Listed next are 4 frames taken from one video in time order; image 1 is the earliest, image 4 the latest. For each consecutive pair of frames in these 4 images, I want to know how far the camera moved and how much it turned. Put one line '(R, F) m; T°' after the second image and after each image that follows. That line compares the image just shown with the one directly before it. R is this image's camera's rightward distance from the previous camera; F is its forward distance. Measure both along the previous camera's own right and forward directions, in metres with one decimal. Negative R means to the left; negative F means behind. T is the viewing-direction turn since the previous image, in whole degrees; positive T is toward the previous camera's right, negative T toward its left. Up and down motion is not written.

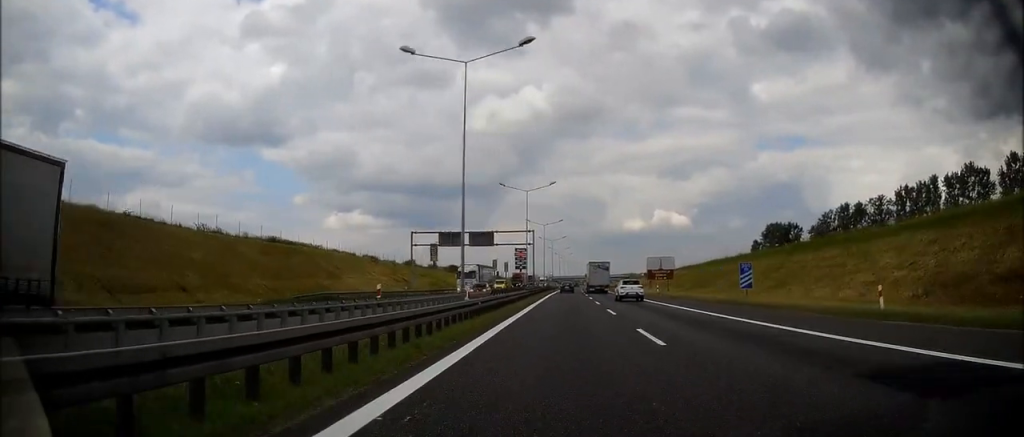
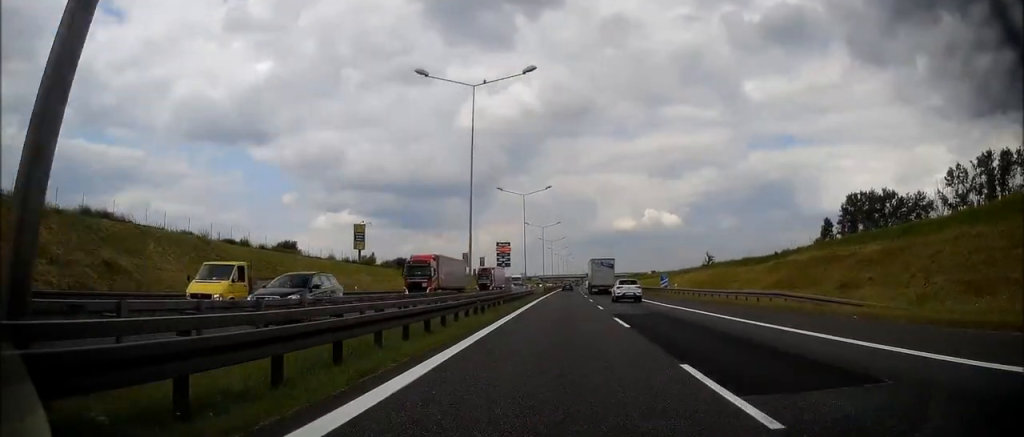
(-0.3, +71.3) m; 0°
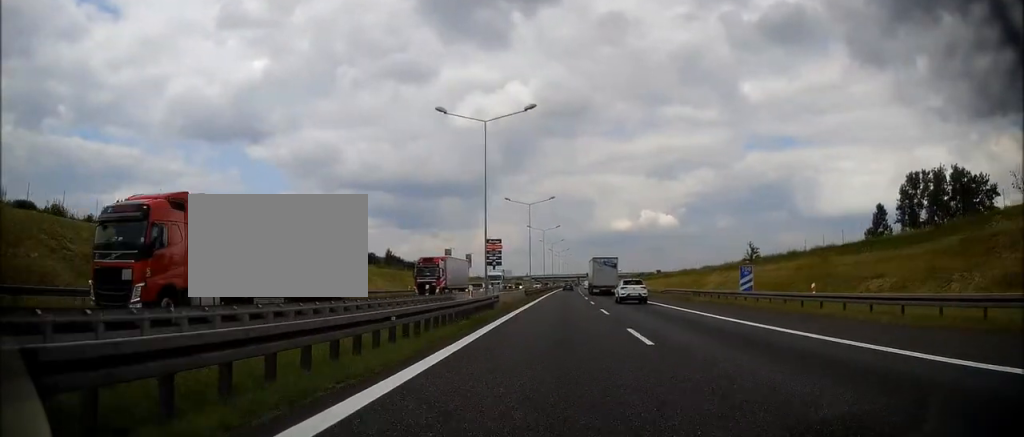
(+0.4, +30.3) m; 0°
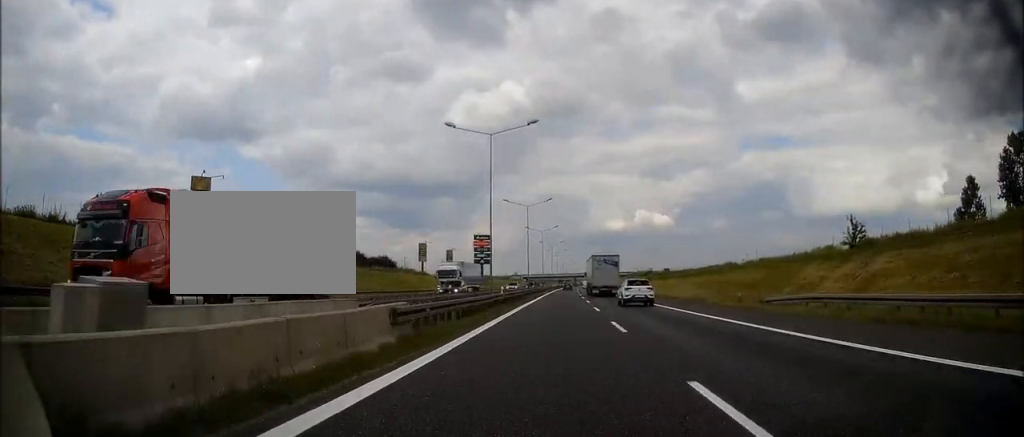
(-0.4, +34.7) m; 0°
